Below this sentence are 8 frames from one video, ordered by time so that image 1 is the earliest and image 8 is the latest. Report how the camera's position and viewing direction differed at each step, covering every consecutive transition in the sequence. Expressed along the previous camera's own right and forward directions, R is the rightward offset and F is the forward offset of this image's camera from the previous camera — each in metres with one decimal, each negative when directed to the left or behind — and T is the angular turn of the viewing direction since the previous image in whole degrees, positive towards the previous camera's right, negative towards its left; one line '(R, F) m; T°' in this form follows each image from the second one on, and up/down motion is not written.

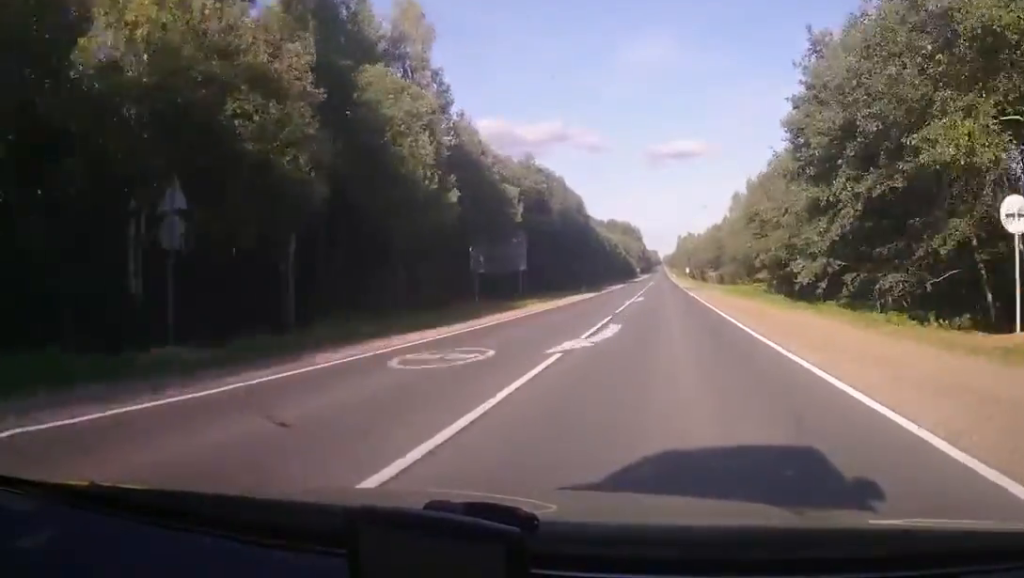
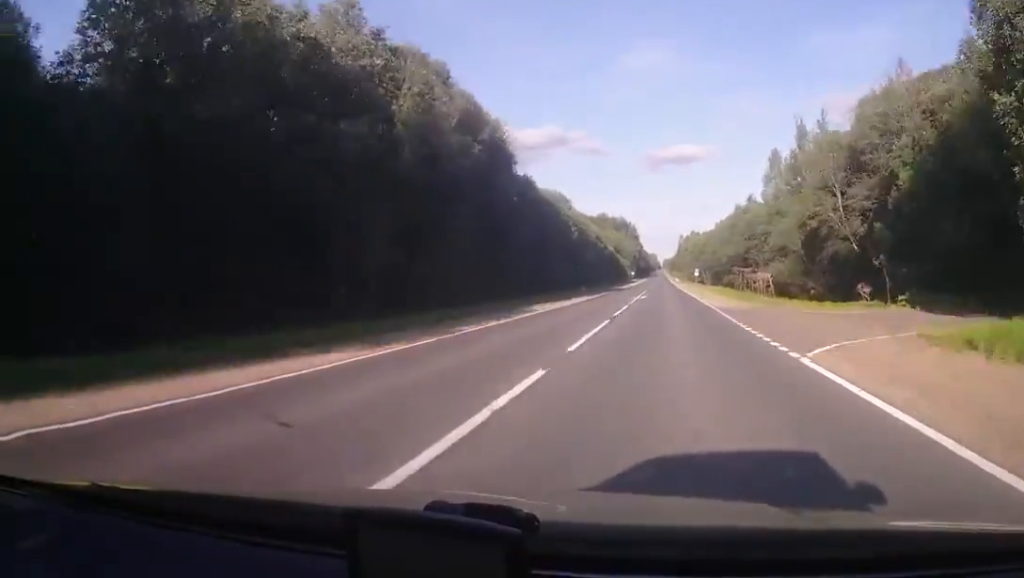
(-0.8, +50.4) m; -1°
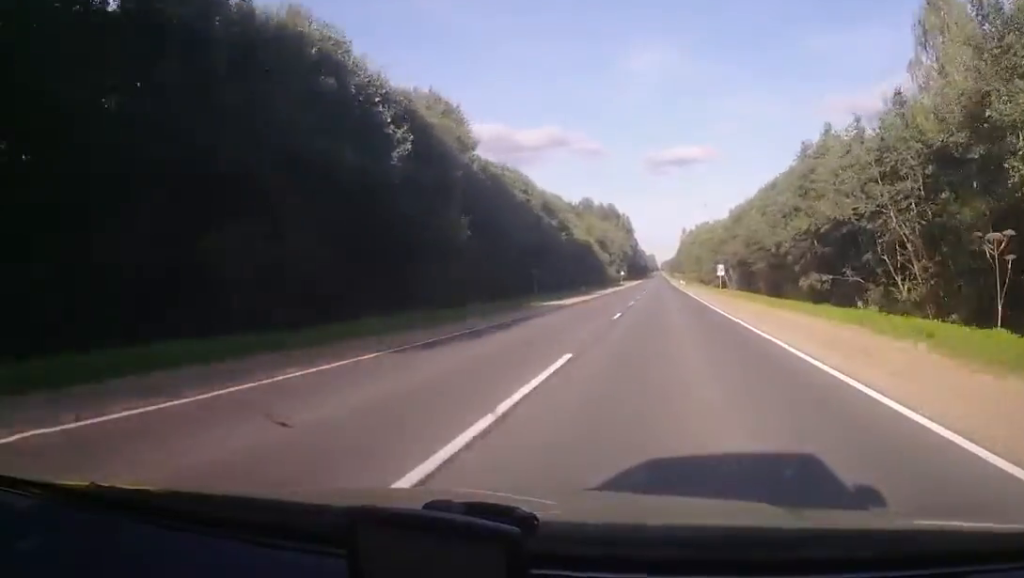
(0.0, +58.3) m; +1°
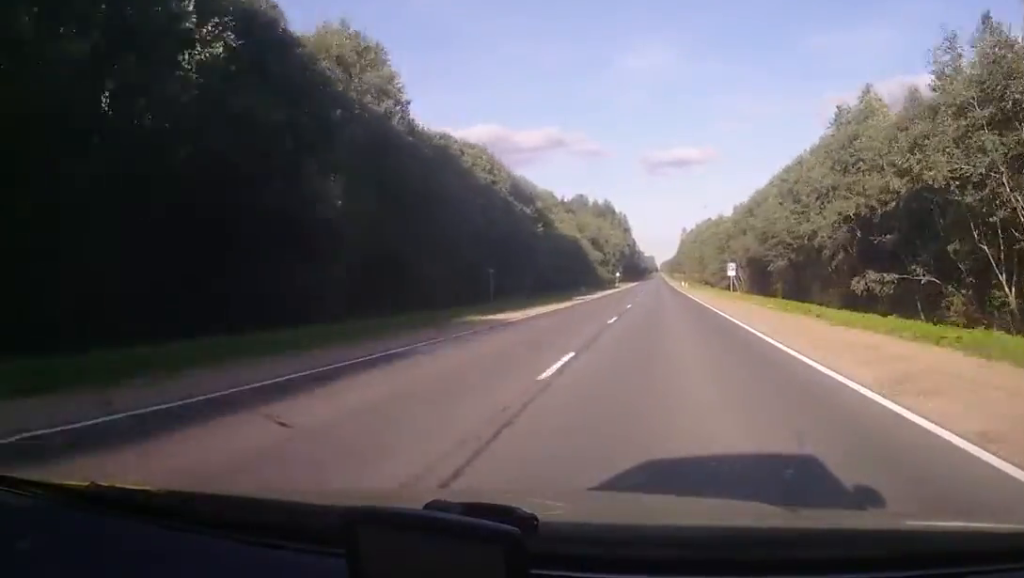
(0.0, +13.8) m; 0°
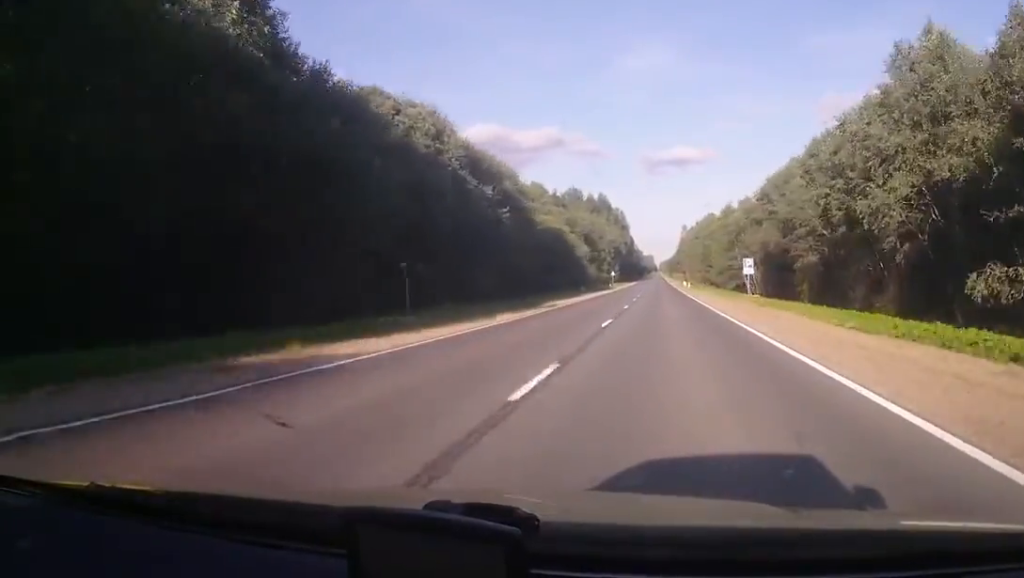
(+0.2, +13.8) m; 0°
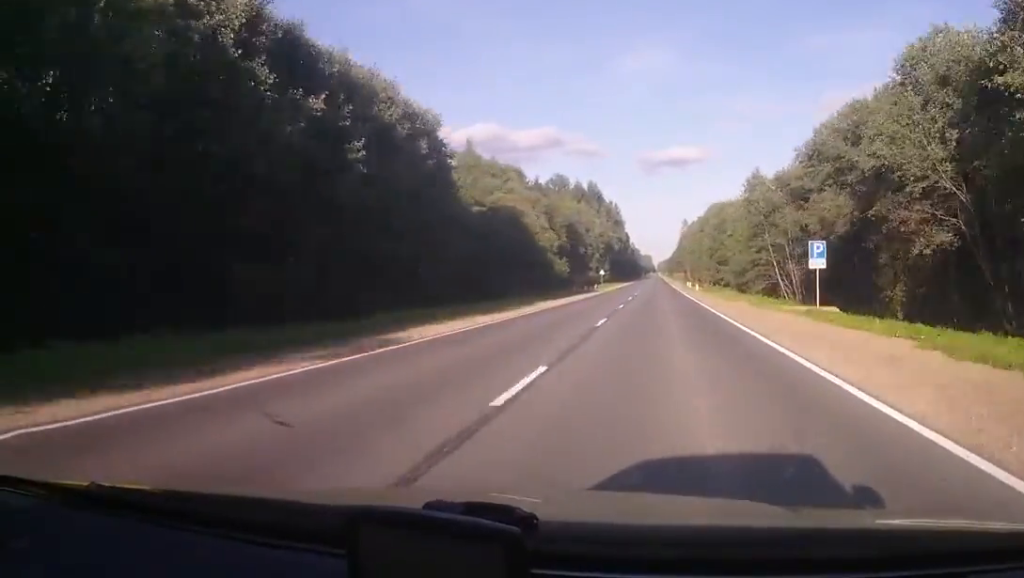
(+0.1, +24.5) m; 0°
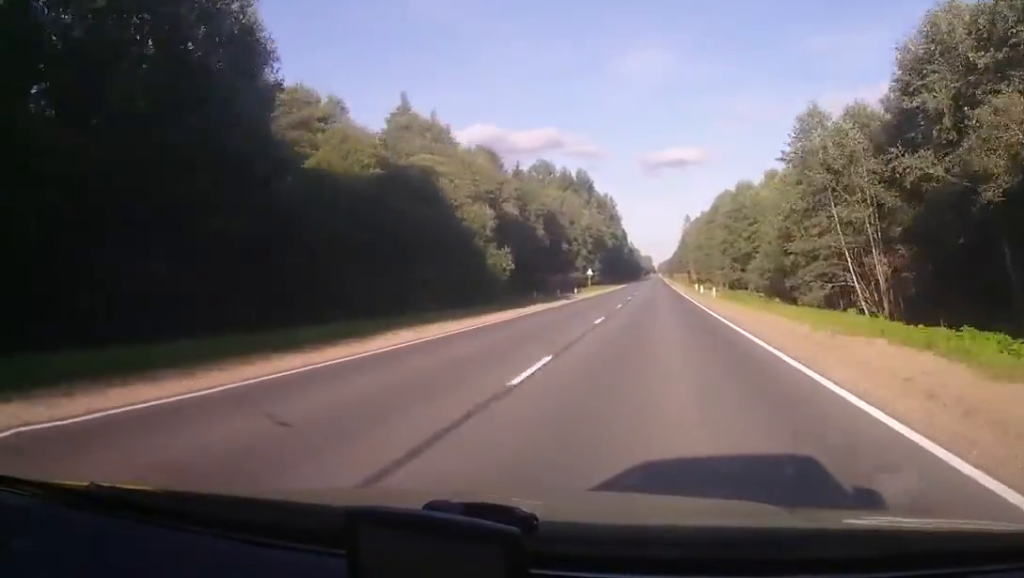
(0.0, +22.4) m; 0°
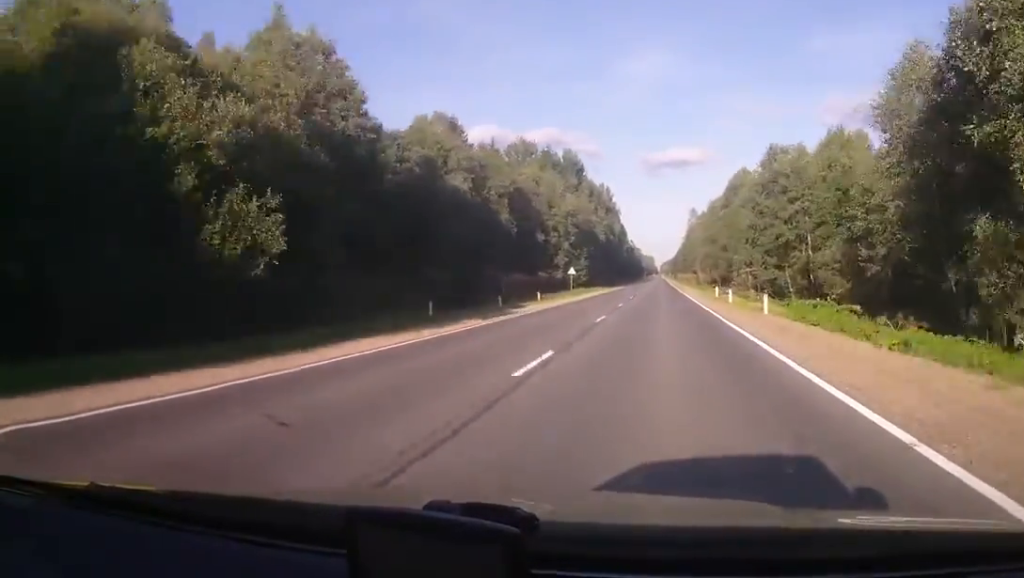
(0.0, +23.3) m; 0°
